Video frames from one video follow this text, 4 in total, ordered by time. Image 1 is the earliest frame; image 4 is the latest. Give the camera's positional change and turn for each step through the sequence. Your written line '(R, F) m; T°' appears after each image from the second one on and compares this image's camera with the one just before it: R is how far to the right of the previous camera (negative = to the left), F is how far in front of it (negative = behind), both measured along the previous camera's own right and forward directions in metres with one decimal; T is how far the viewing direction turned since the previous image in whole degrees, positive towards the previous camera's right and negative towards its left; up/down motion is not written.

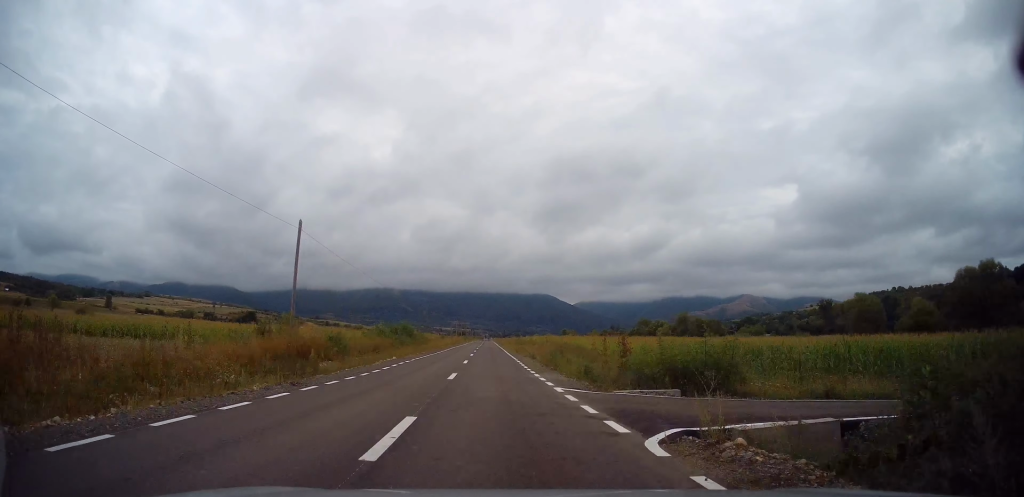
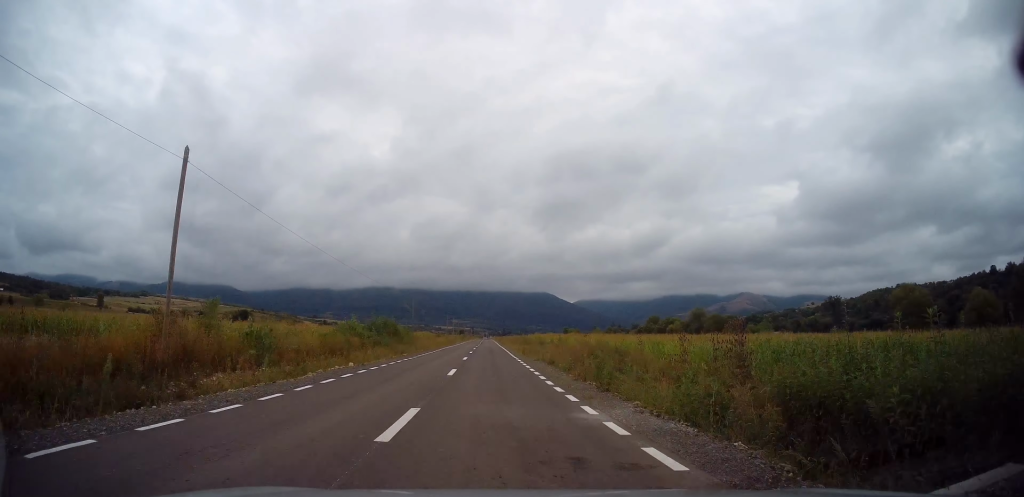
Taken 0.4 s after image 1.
(+0.2, +10.6) m; 0°
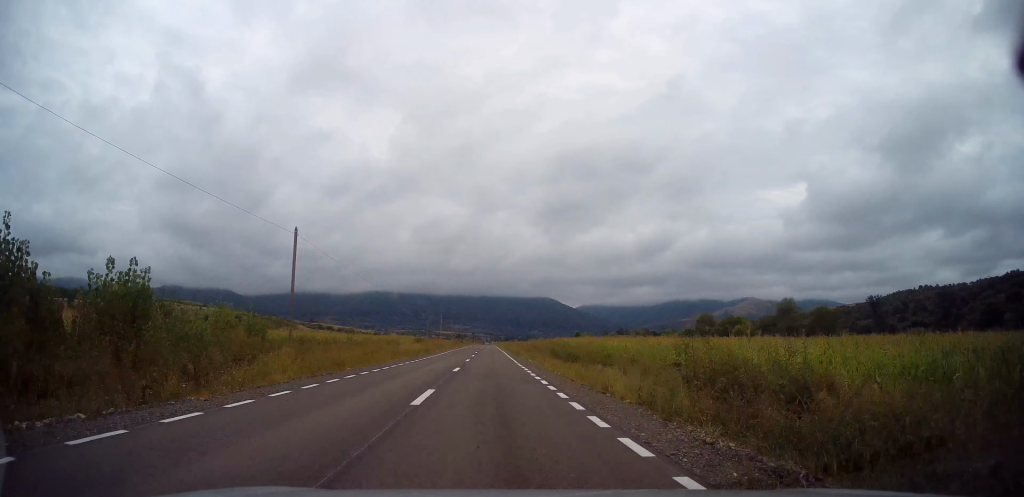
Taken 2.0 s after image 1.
(0.0, +42.4) m; -1°
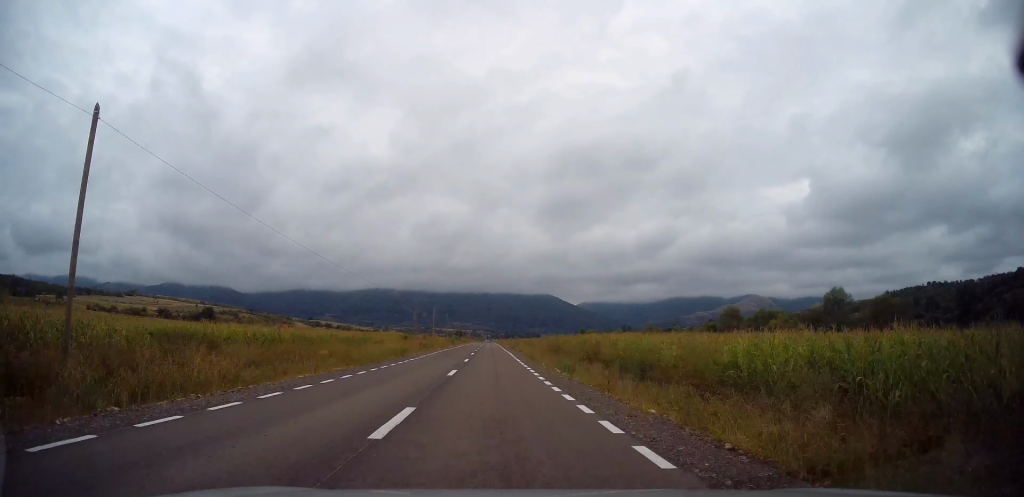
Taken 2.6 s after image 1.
(-0.4, +15.0) m; 0°
